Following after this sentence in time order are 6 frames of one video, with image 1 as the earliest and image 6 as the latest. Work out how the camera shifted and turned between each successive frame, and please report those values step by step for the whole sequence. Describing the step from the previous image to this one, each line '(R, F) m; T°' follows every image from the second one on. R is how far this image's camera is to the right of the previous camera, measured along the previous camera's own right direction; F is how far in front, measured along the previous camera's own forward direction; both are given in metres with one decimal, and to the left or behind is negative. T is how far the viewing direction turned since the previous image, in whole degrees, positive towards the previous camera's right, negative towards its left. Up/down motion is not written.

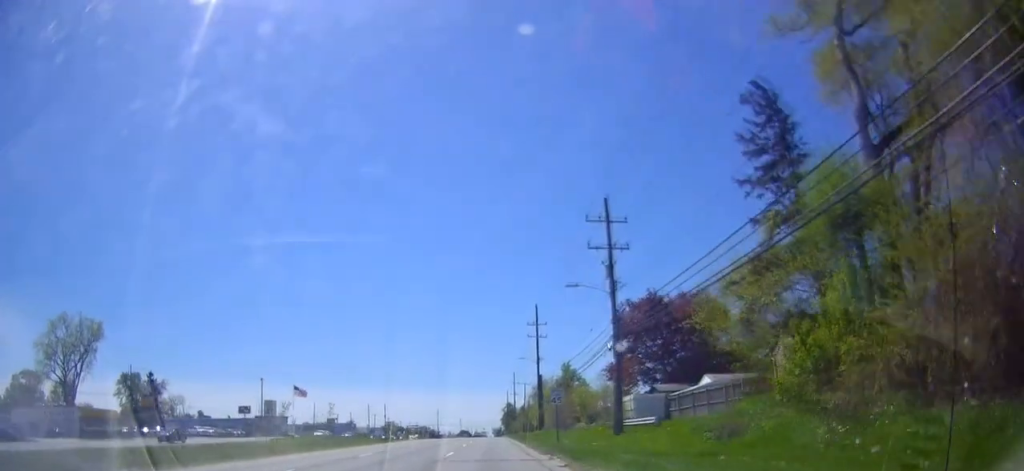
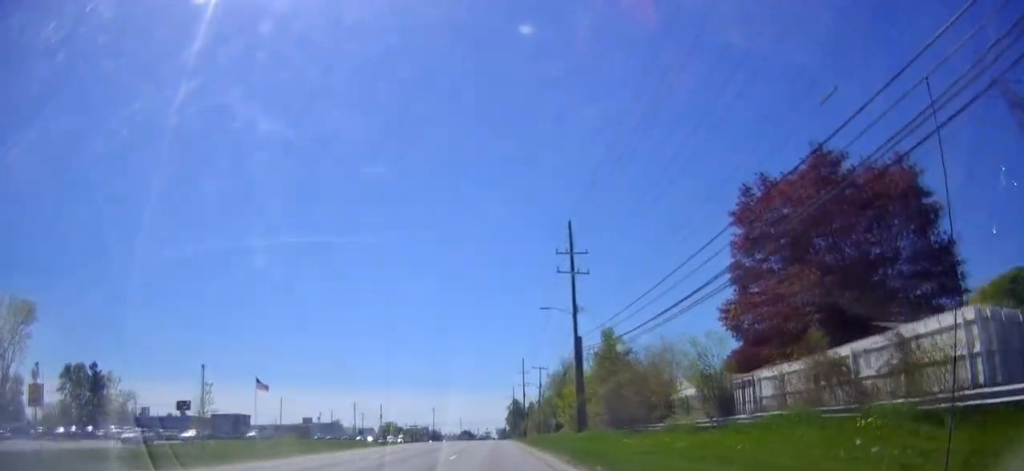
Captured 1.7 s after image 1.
(0.0, +31.7) m; 0°
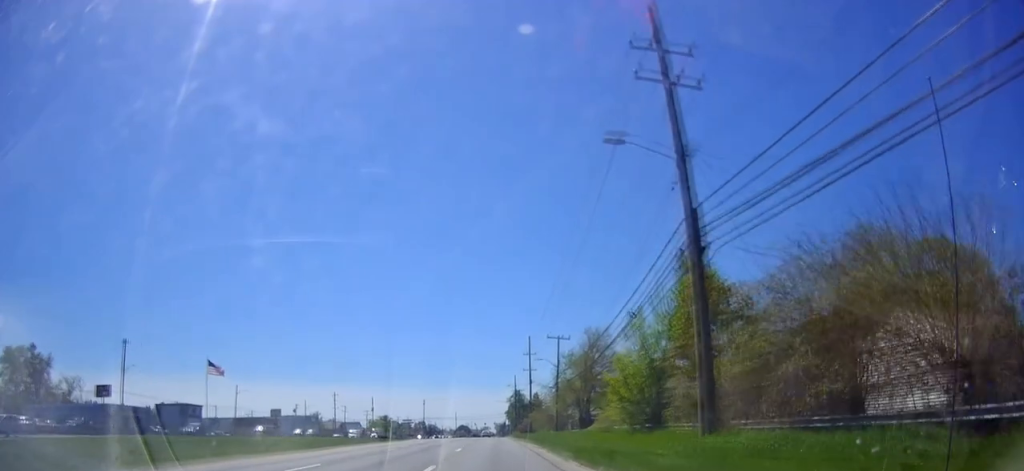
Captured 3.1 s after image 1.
(-0.2, +26.2) m; +1°
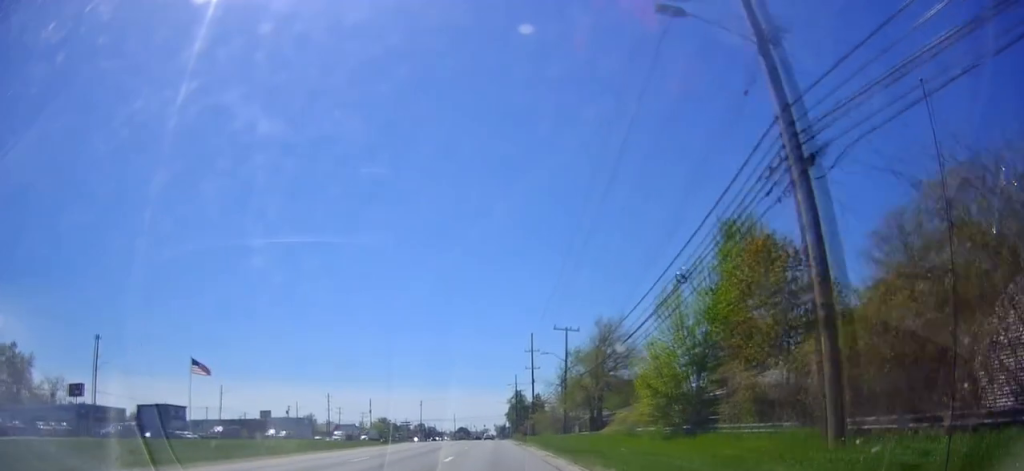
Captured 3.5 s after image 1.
(0.0, +7.2) m; 0°
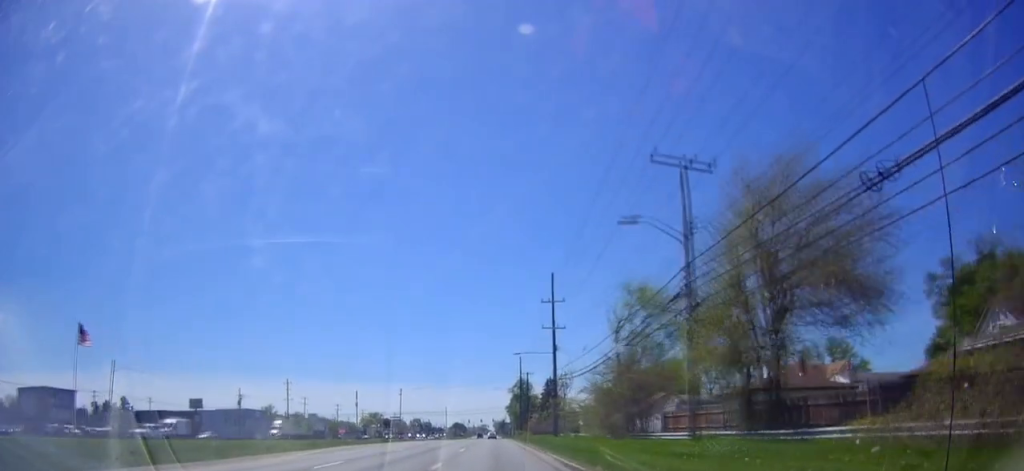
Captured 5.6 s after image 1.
(-0.7, +36.6) m; -2°
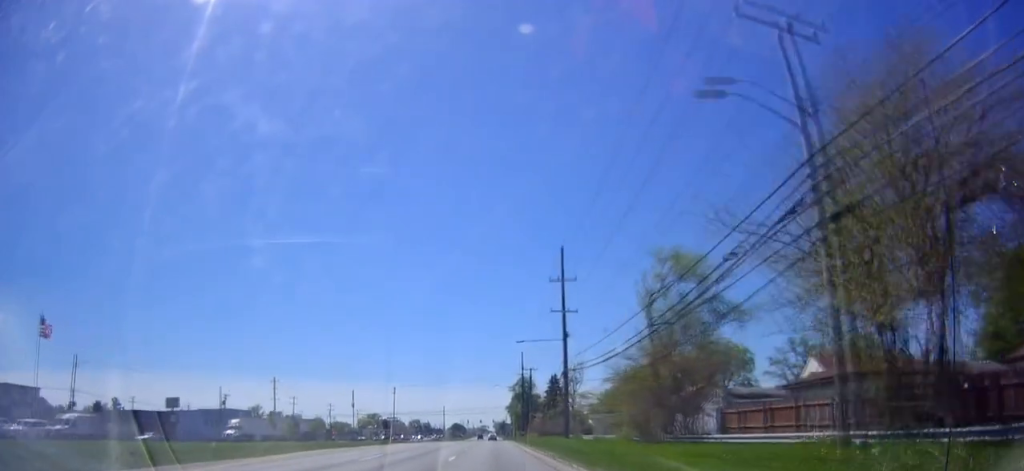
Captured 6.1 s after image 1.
(-0.1, +9.4) m; +1°
